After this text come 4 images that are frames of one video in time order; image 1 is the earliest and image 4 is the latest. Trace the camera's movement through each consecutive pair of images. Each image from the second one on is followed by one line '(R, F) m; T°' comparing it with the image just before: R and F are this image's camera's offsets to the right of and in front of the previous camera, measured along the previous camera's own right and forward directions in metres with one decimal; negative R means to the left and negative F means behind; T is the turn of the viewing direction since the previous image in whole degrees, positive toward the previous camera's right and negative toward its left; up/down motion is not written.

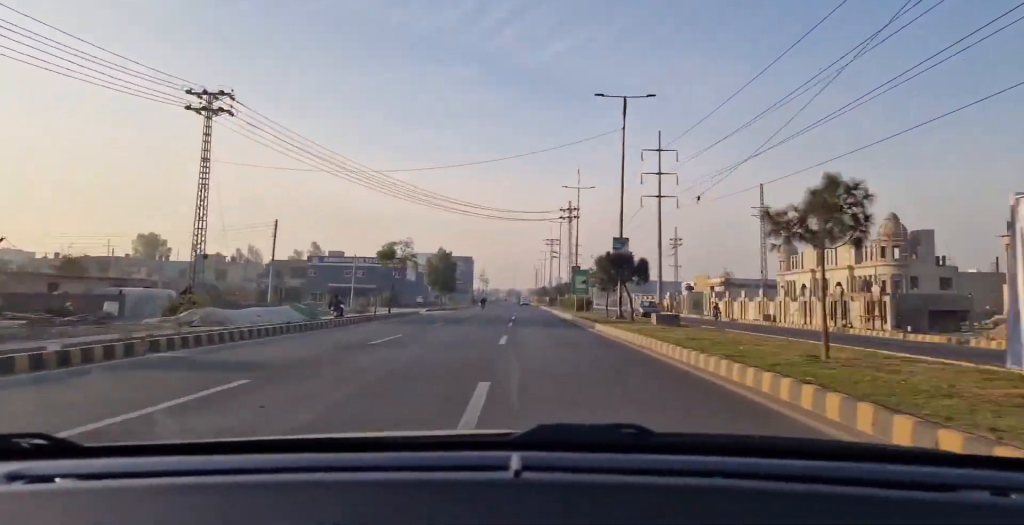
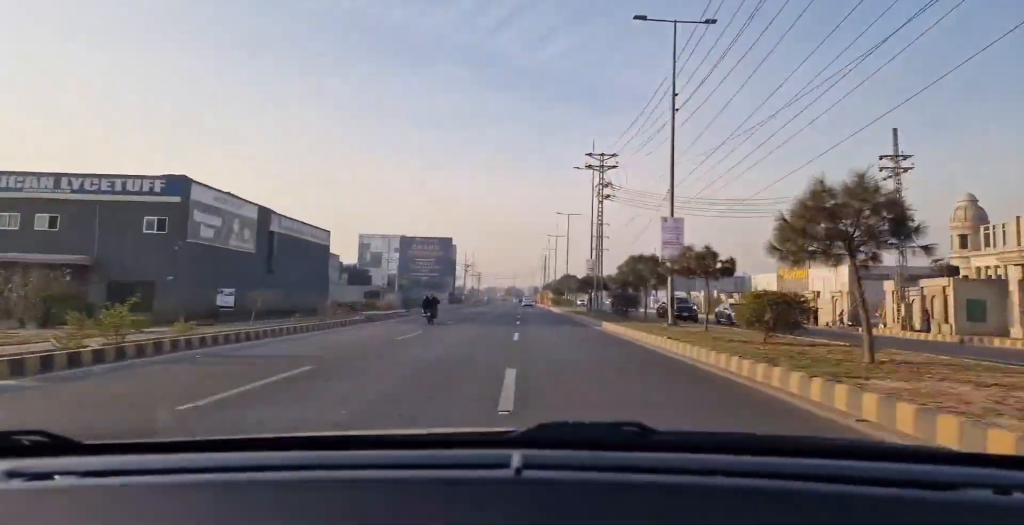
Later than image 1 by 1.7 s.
(+0.3, +68.7) m; 0°
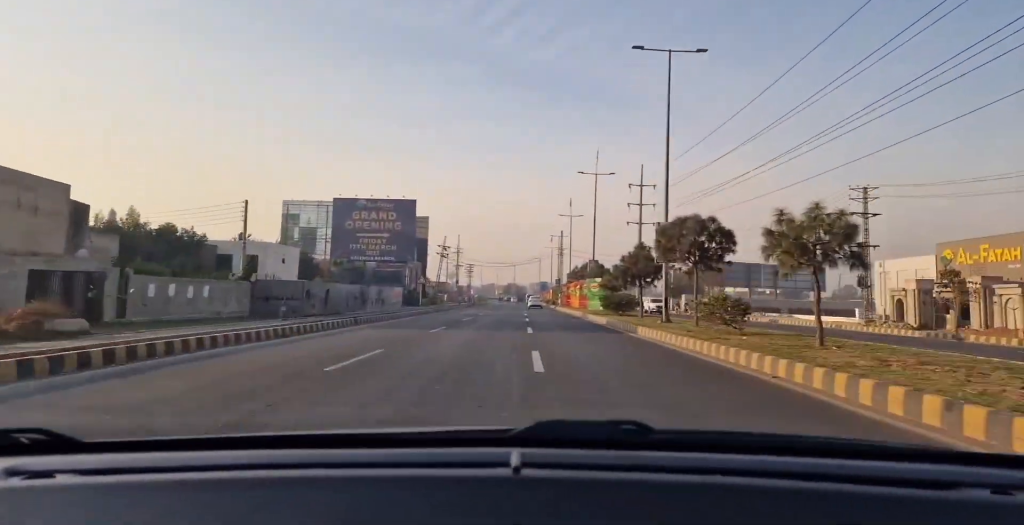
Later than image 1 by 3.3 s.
(-0.4, +56.8) m; 0°
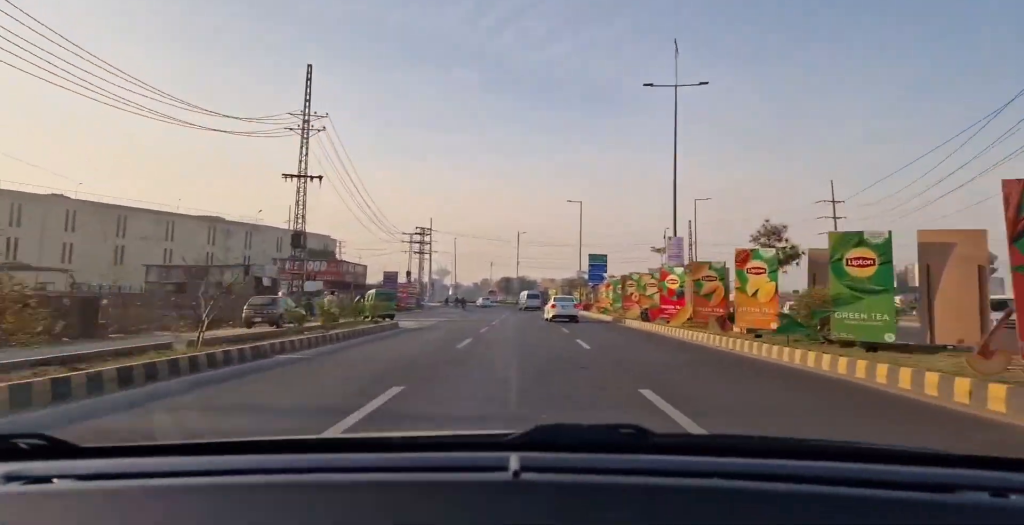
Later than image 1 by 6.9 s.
(-2.1, +111.1) m; -3°
